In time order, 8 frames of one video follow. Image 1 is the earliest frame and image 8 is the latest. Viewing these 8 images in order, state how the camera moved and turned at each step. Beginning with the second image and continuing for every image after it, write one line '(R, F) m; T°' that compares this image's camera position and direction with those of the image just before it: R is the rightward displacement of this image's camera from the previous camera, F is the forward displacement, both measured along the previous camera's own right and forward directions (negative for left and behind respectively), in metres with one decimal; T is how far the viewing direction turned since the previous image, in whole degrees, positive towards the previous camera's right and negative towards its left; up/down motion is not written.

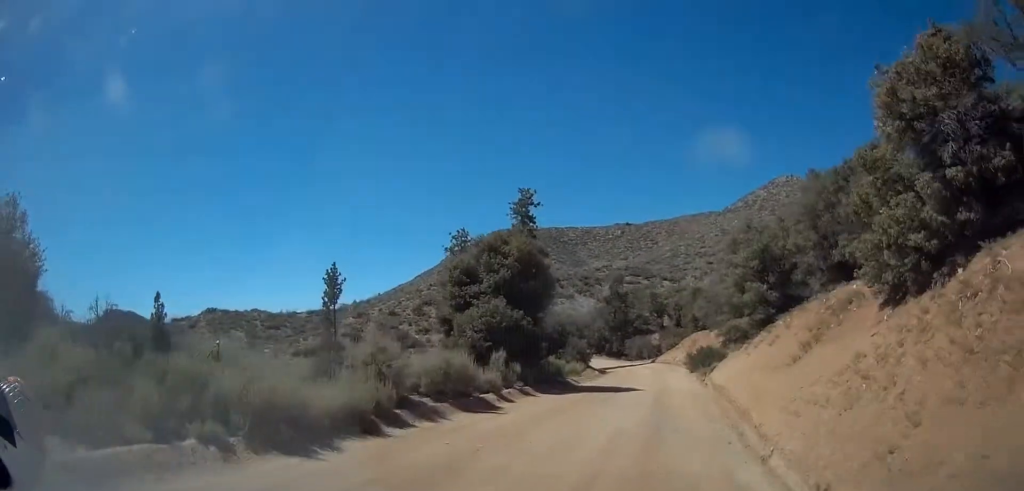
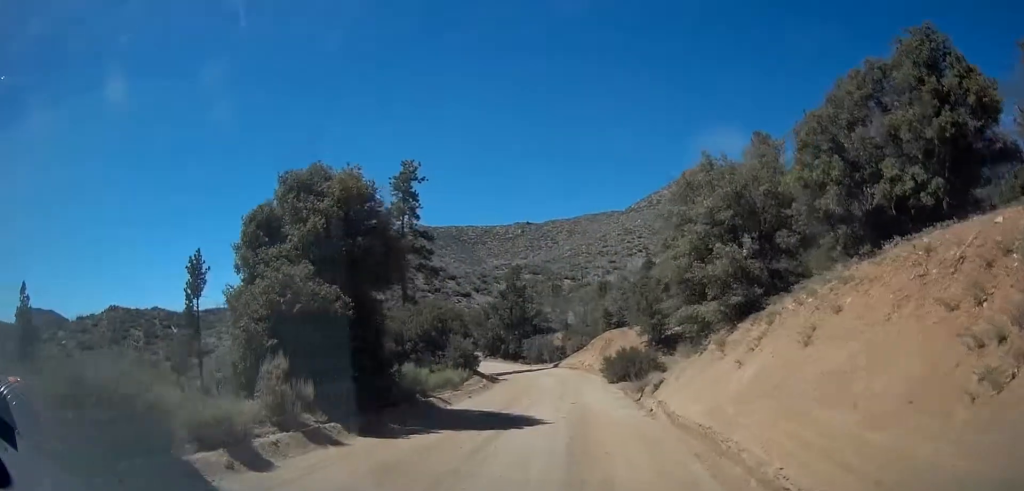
(+1.0, +9.2) m; +12°
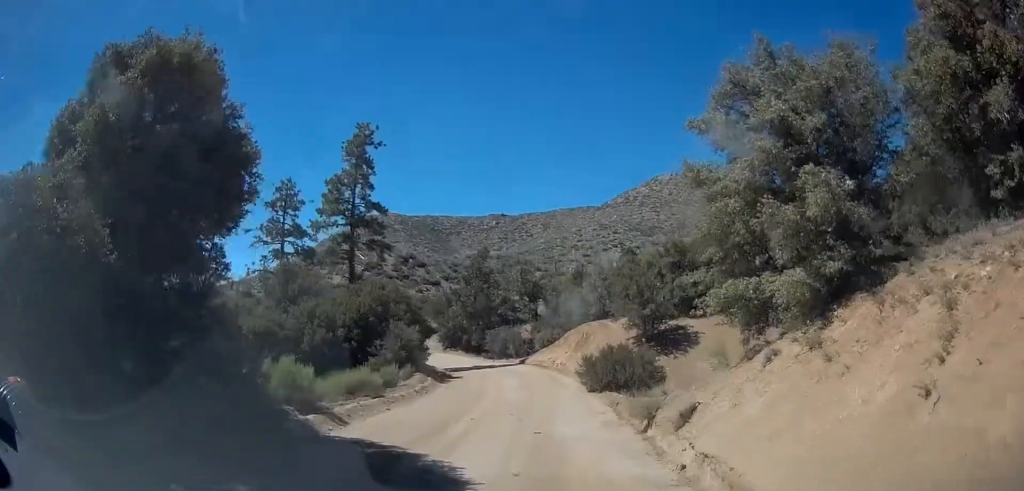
(+0.3, +6.6) m; -1°
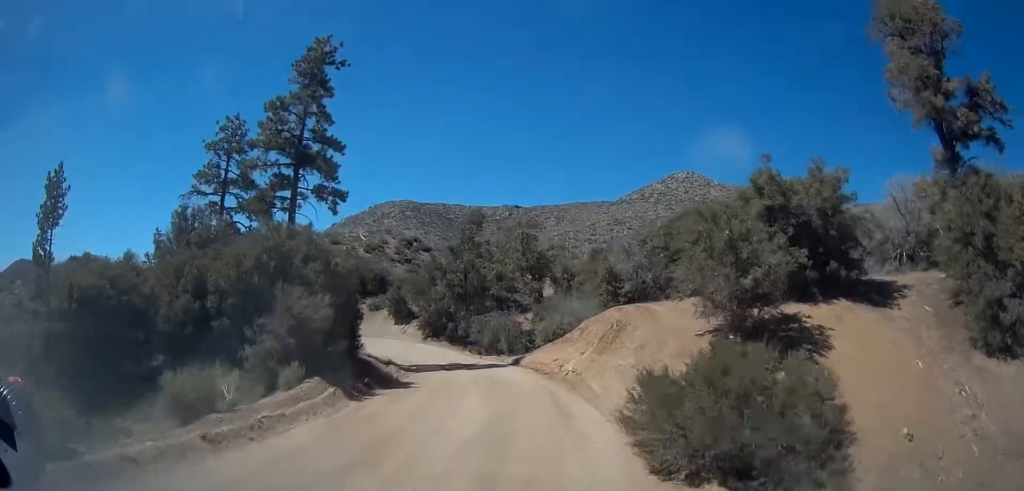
(-0.4, +12.6) m; 0°
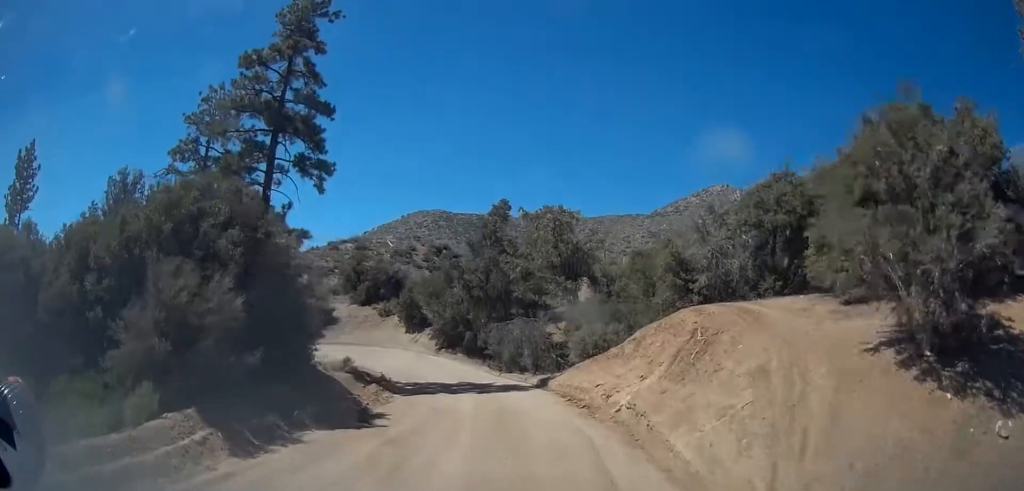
(+0.2, +7.1) m; -1°
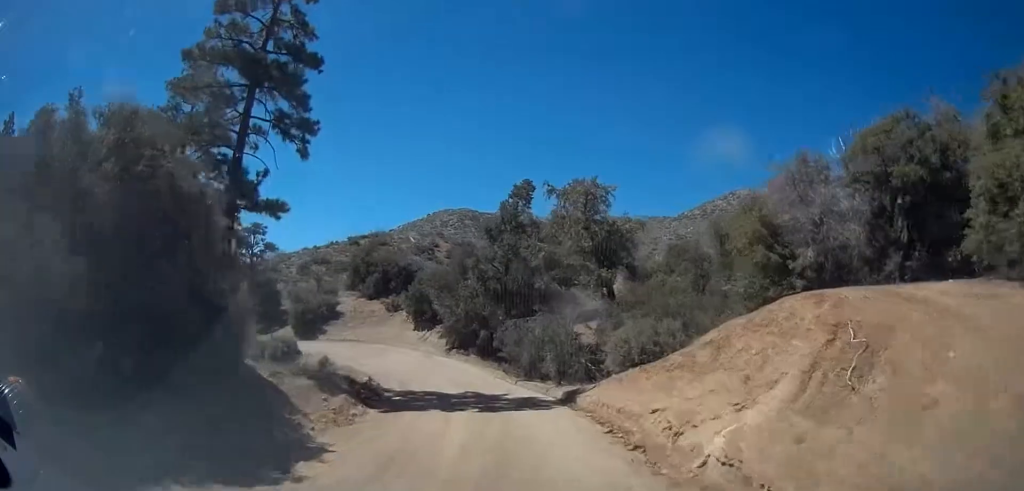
(-0.3, +5.2) m; -3°
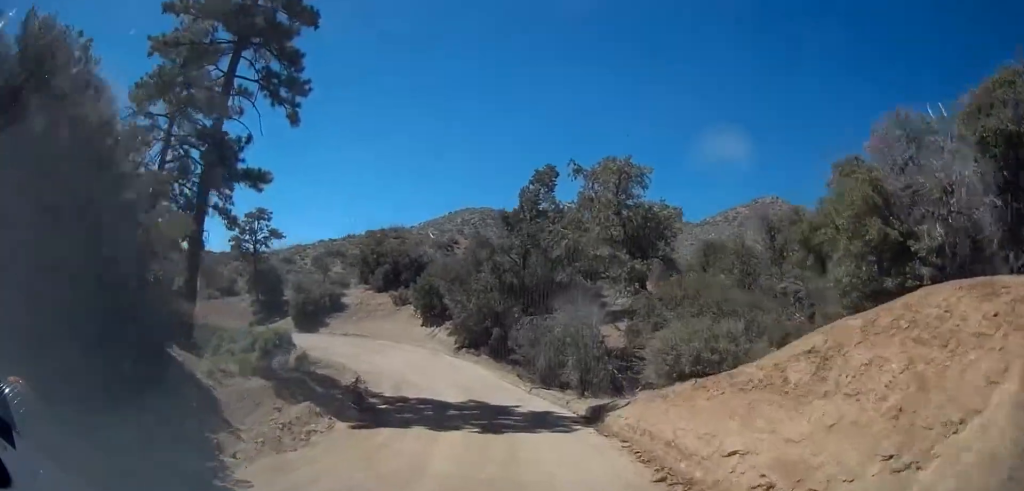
(0.0, +3.5) m; -2°
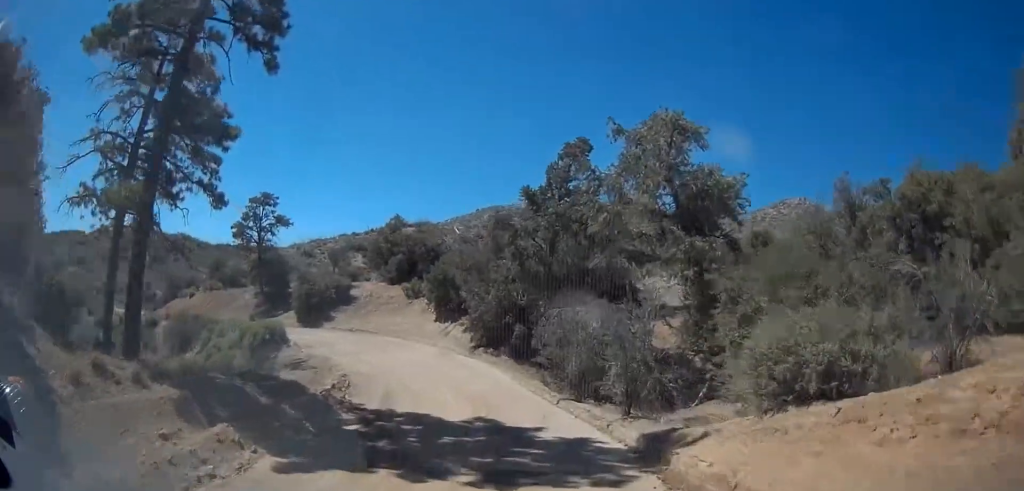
(+0.2, +4.3) m; -3°
